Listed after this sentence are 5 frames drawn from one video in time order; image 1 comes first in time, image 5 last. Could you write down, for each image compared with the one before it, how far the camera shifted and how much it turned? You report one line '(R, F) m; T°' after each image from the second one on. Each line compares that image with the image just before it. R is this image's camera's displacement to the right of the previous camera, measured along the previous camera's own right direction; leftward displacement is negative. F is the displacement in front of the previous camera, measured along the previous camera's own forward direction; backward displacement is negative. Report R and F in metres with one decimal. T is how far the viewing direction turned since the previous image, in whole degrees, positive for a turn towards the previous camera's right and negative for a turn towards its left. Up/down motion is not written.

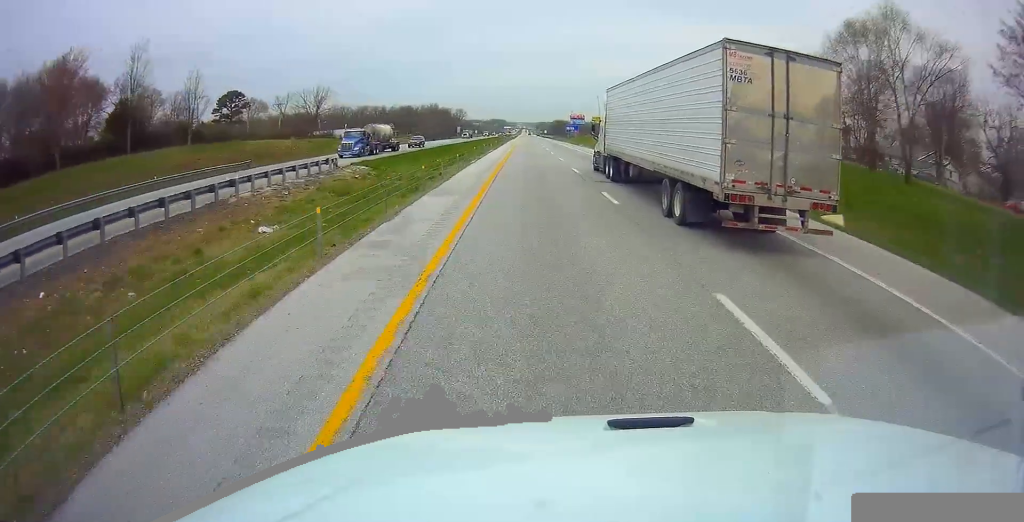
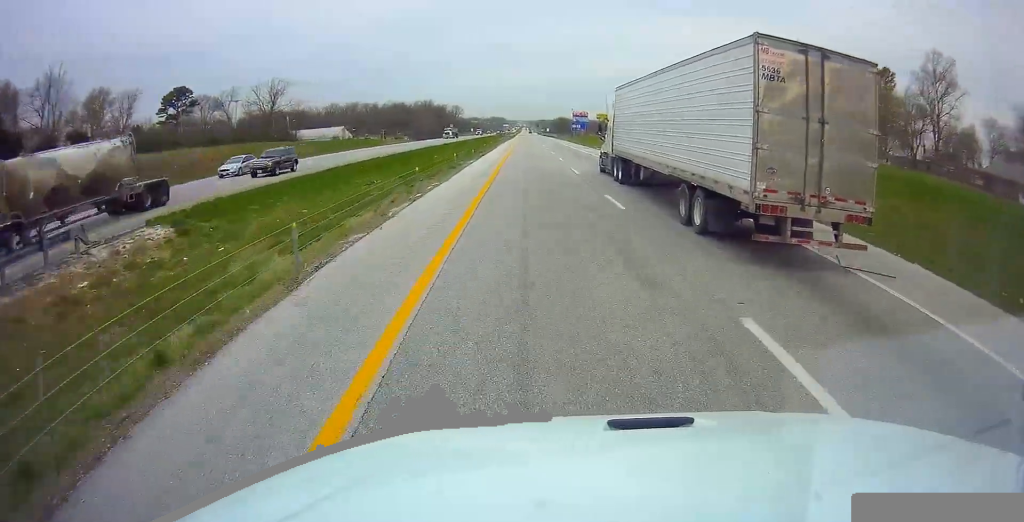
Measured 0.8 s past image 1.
(0.0, +24.9) m; 0°
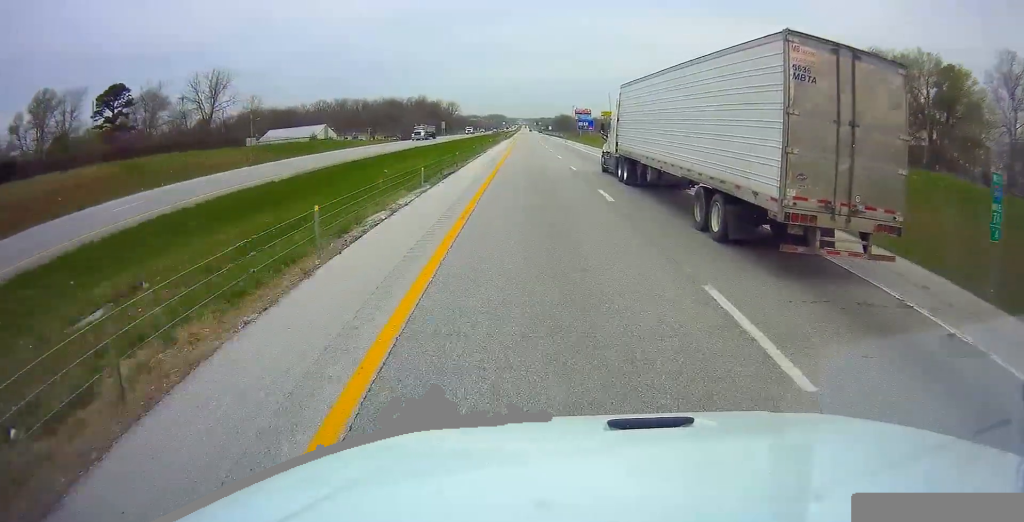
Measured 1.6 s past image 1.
(0.0, +22.6) m; 0°
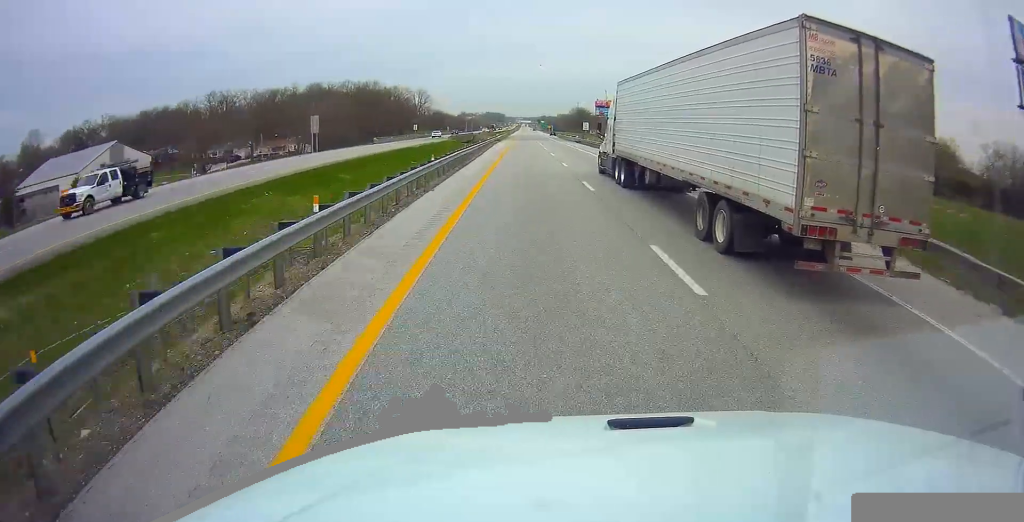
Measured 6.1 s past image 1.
(0.0, +130.5) m; 0°
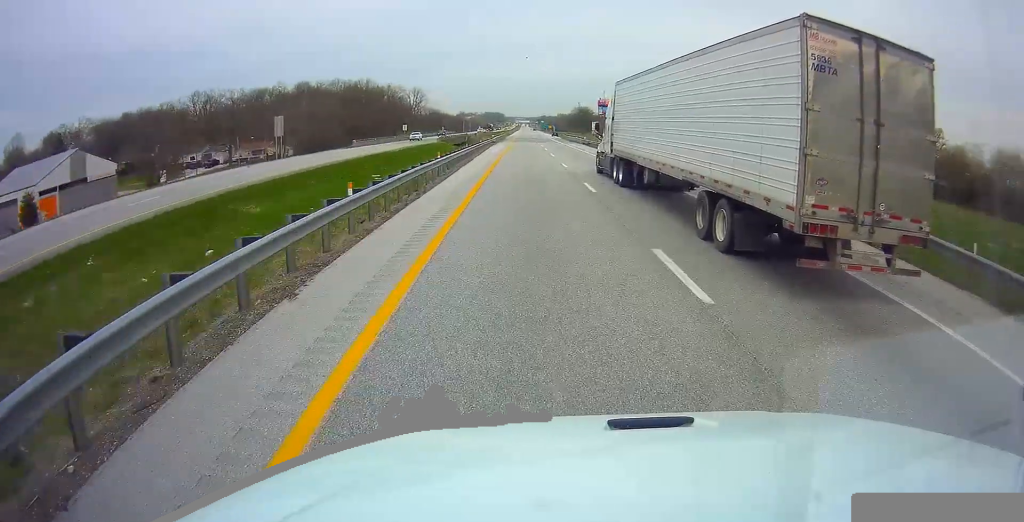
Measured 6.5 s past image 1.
(0.0, +12.7) m; 0°
